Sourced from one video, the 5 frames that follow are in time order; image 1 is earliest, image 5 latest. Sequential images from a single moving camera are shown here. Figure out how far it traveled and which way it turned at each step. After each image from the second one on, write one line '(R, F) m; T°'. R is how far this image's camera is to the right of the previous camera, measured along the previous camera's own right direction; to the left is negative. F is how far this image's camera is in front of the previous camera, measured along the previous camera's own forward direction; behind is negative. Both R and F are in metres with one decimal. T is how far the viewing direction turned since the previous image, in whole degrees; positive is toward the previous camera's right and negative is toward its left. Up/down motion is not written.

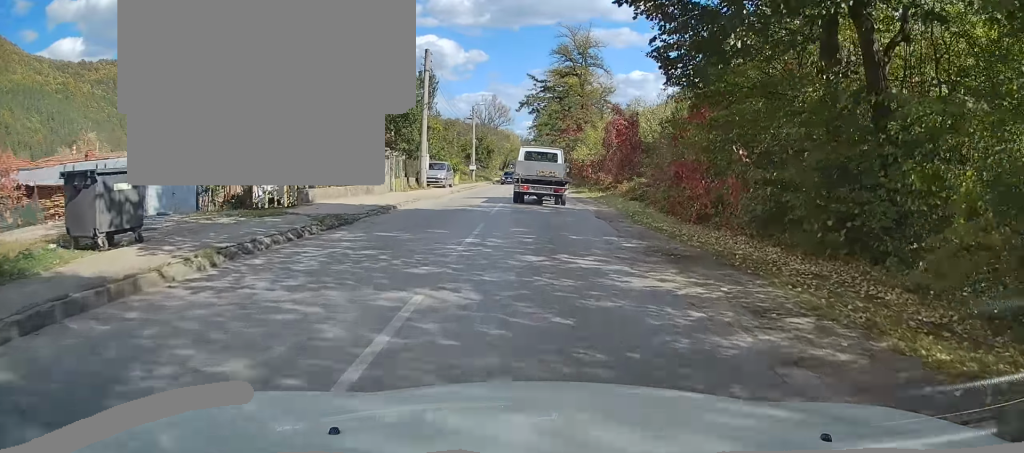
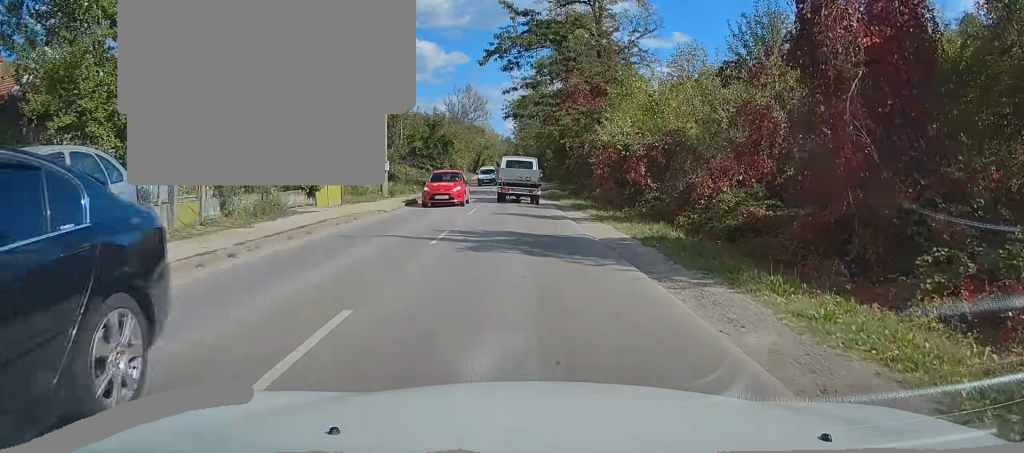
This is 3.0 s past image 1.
(-0.7, +33.6) m; 0°
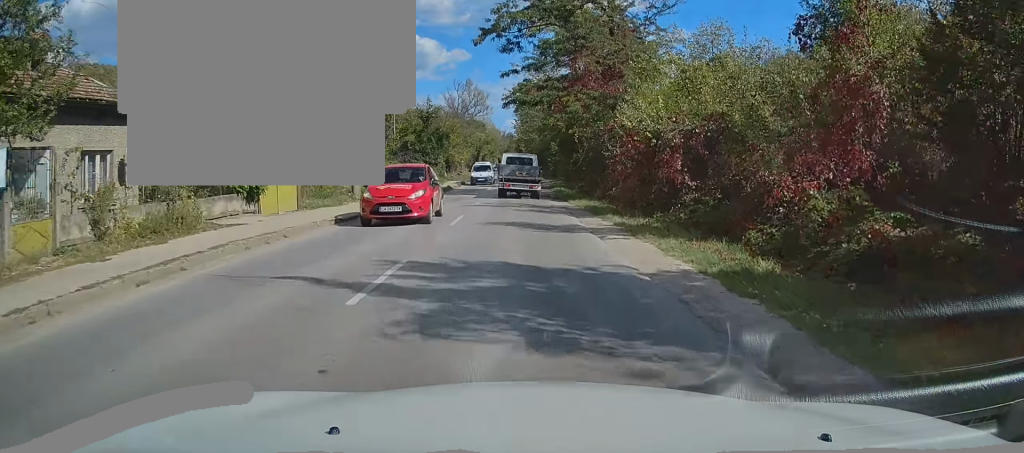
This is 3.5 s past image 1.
(0.0, +5.2) m; 0°
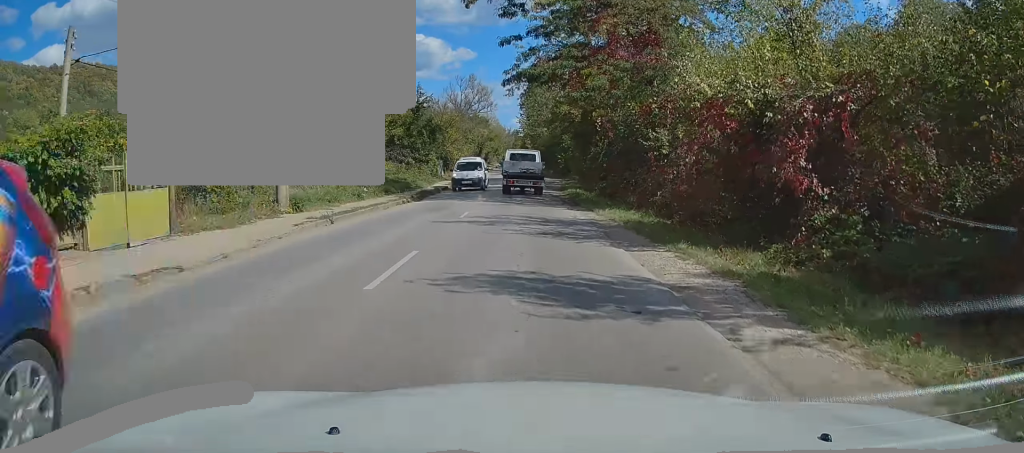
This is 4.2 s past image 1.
(0.0, +8.1) m; 0°
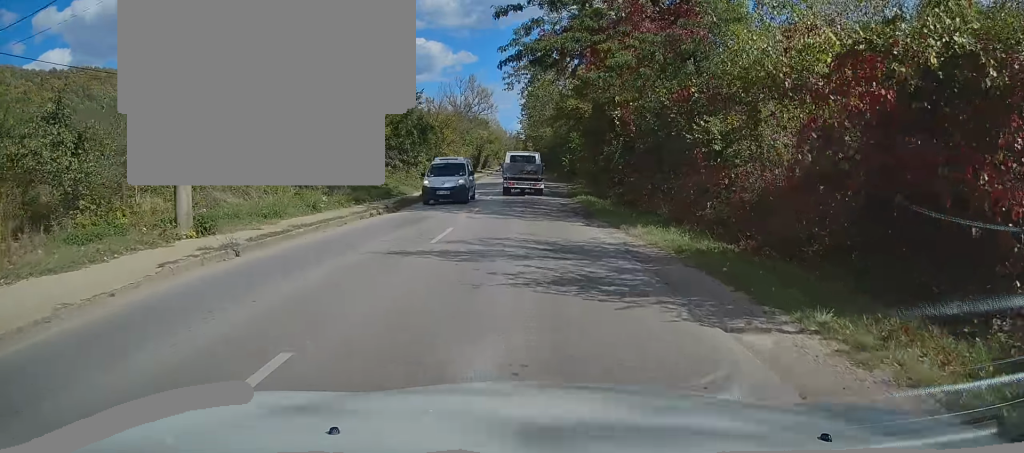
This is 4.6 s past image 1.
(0.0, +5.2) m; 0°
